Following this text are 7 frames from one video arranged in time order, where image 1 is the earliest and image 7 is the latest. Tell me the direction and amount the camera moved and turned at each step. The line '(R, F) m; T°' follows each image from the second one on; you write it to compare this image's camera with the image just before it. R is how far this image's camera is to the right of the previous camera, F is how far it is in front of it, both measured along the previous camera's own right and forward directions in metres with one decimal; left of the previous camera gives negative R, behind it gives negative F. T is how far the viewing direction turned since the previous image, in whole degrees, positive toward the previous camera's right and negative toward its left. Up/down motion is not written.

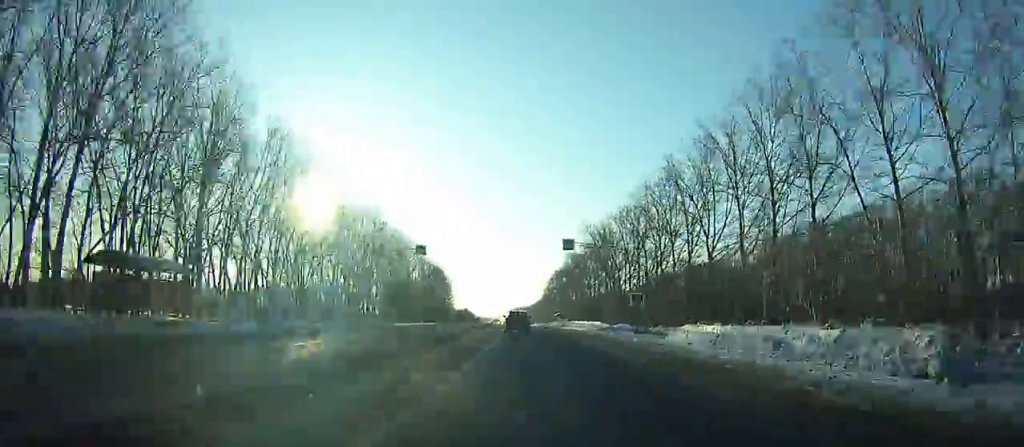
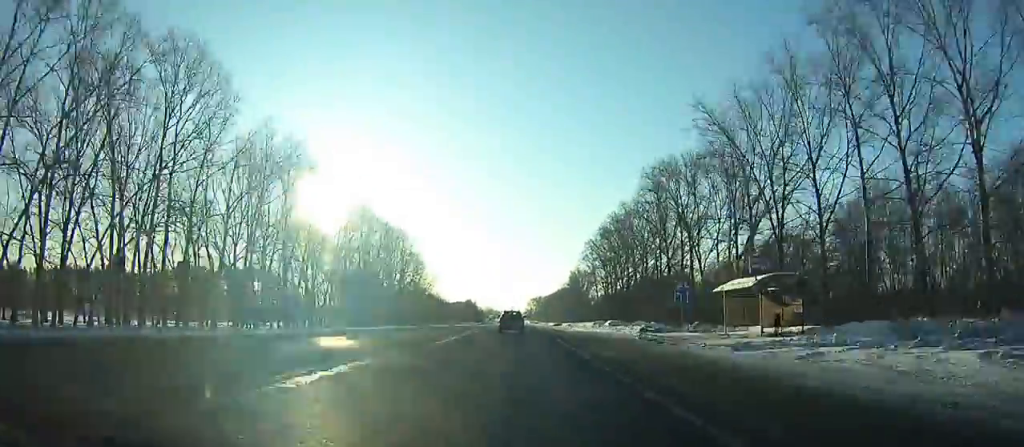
(+5.9, +108.0) m; -2°
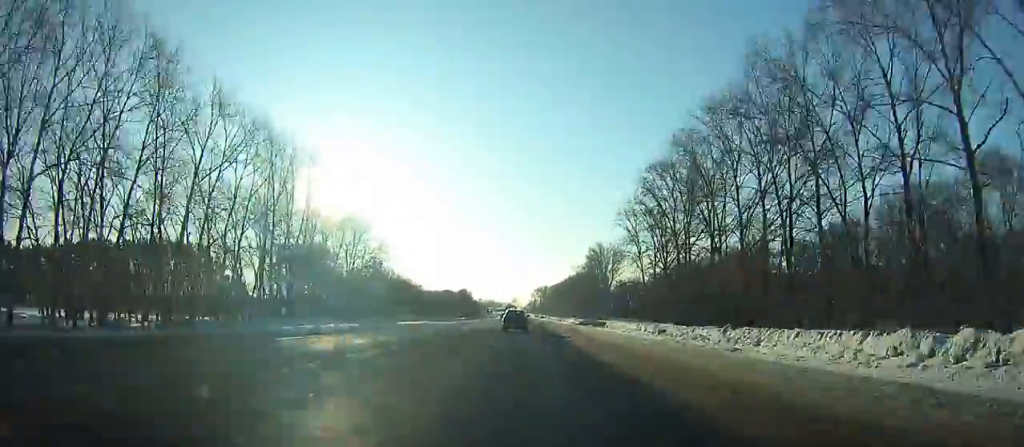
(-7.7, +60.4) m; -4°
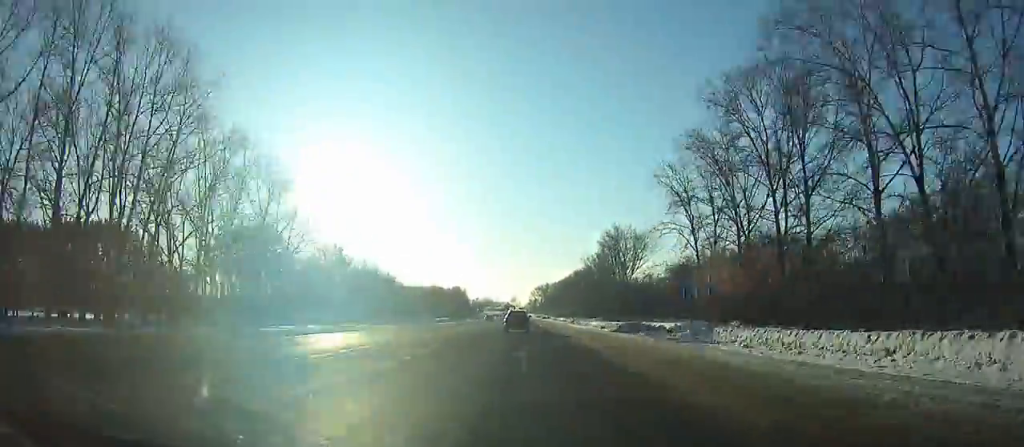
(-0.7, +33.9) m; 0°
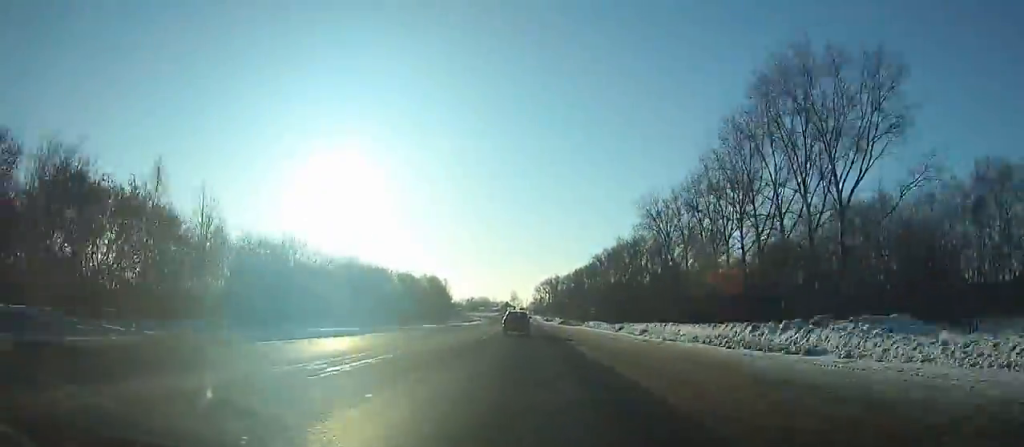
(+6.1, +94.3) m; +4°
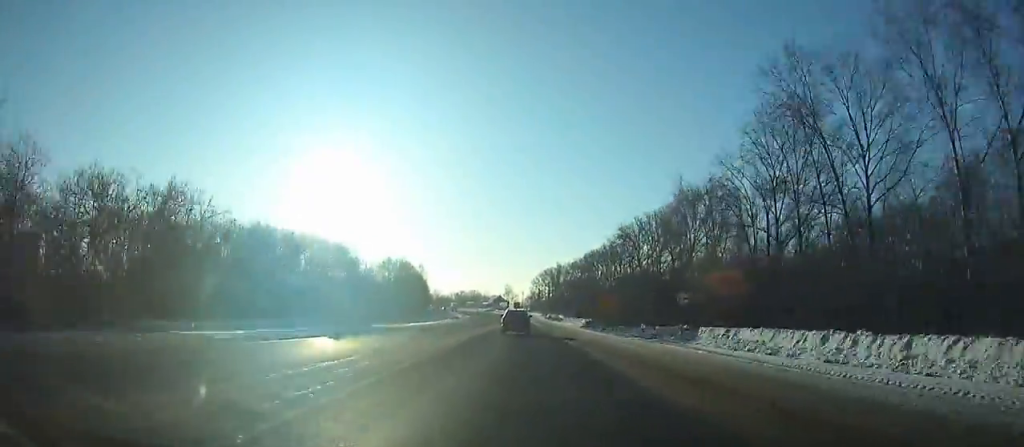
(+0.1, +51.2) m; 0°
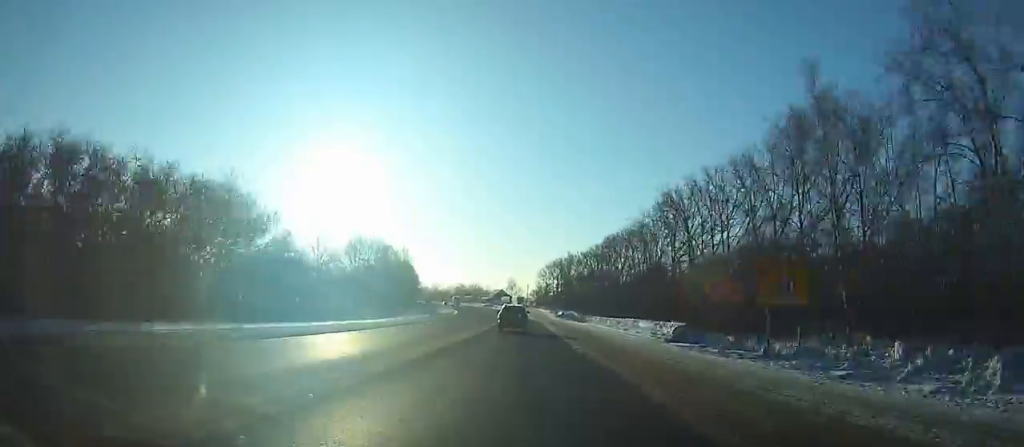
(+0.3, +35.0) m; 0°
